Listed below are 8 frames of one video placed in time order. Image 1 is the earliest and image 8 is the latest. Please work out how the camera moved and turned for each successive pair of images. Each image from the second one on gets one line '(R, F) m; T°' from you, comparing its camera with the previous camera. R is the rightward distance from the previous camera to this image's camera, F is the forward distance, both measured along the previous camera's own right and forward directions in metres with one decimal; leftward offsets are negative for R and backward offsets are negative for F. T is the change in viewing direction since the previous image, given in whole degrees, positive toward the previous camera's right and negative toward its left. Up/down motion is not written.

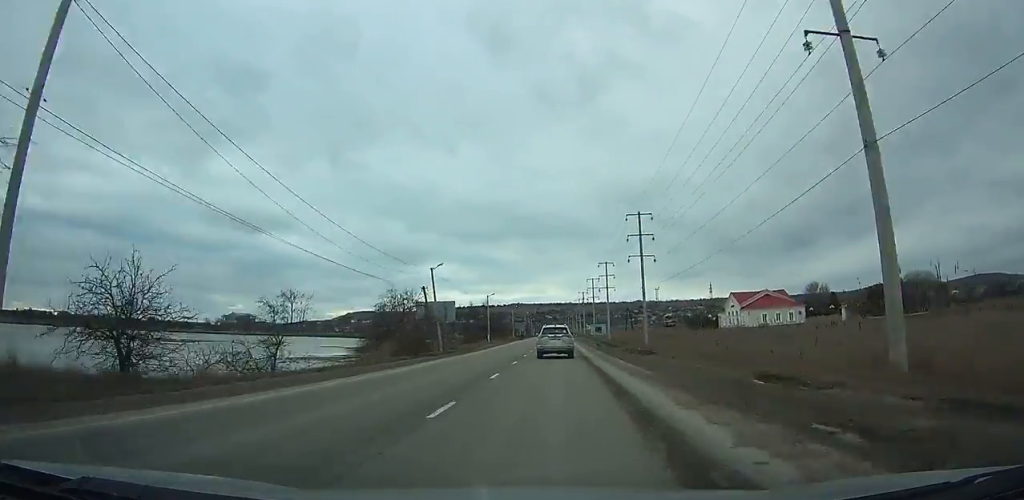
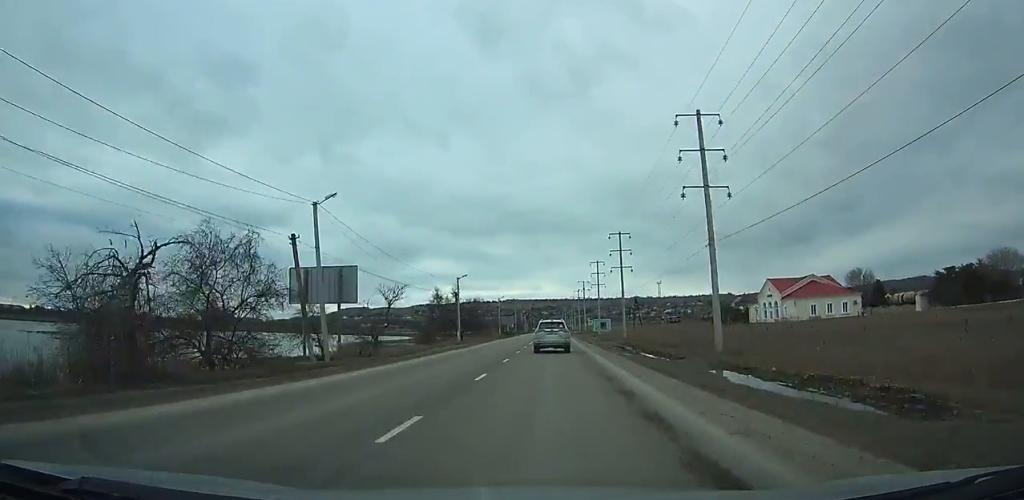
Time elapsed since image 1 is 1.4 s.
(+0.1, +26.1) m; 0°
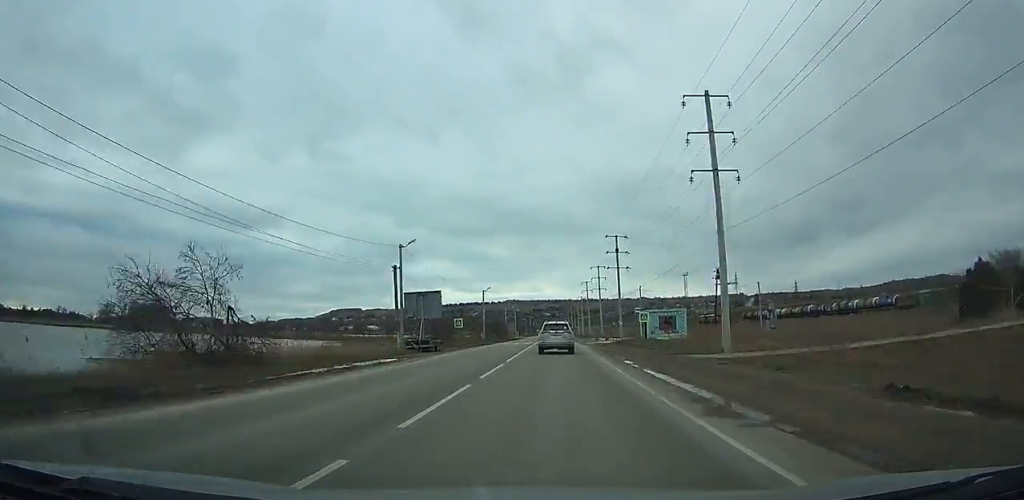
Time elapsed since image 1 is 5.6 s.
(+0.2, +78.3) m; +1°
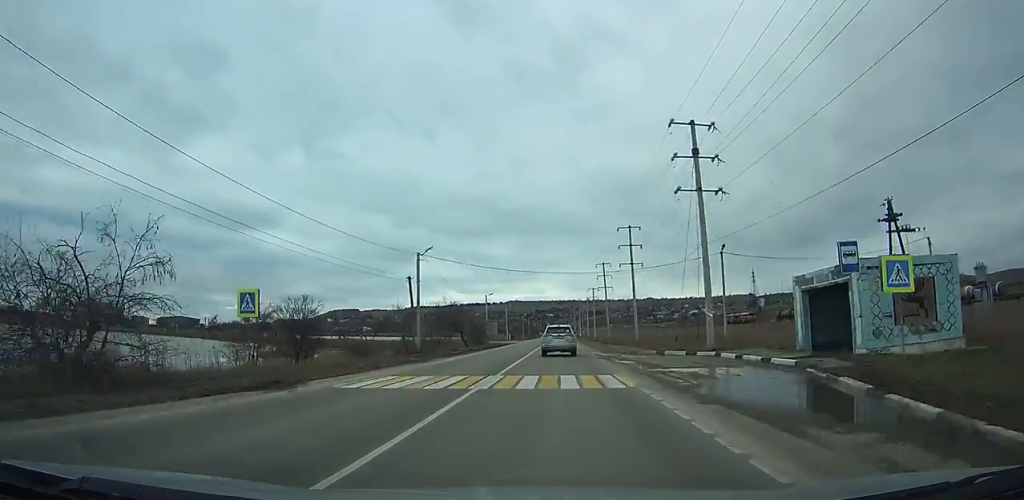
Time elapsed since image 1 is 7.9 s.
(+0.1, +43.5) m; 0°
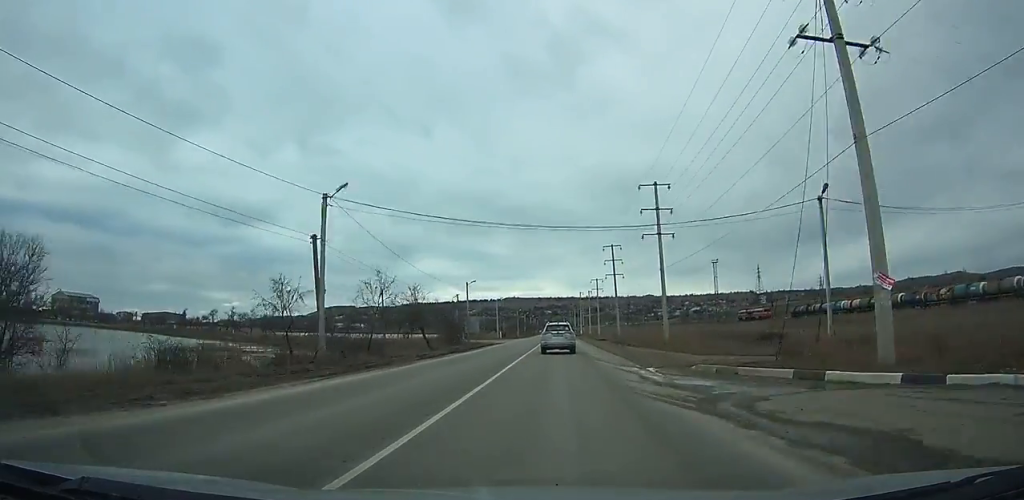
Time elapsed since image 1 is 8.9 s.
(0.0, +18.7) m; 0°
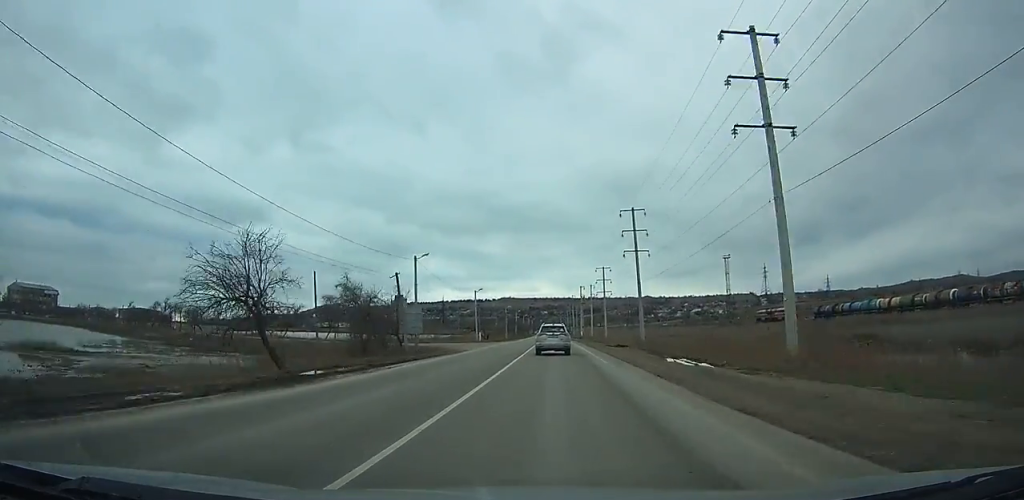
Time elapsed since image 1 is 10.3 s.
(+0.1, +26.3) m; 0°
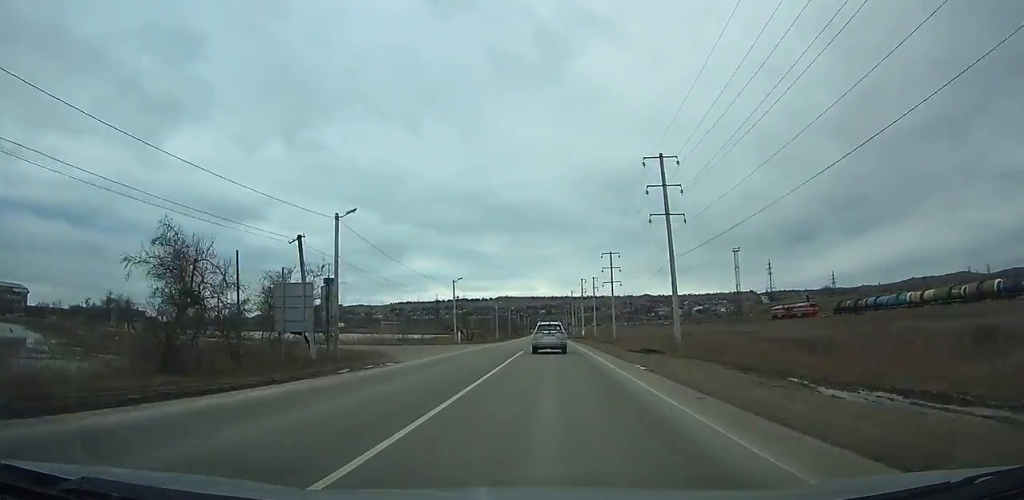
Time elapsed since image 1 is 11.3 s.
(+0.1, +17.5) m; 0°
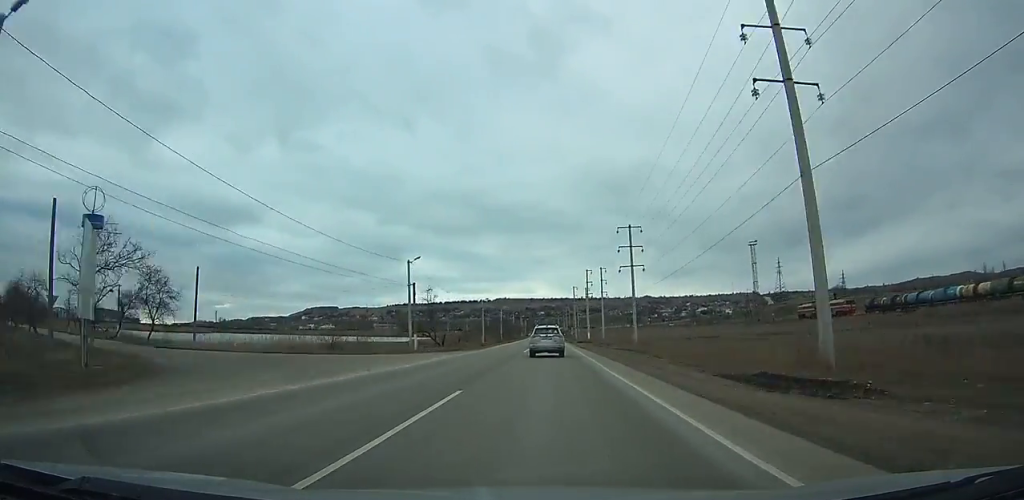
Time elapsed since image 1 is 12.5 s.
(-0.1, +22.7) m; 0°
